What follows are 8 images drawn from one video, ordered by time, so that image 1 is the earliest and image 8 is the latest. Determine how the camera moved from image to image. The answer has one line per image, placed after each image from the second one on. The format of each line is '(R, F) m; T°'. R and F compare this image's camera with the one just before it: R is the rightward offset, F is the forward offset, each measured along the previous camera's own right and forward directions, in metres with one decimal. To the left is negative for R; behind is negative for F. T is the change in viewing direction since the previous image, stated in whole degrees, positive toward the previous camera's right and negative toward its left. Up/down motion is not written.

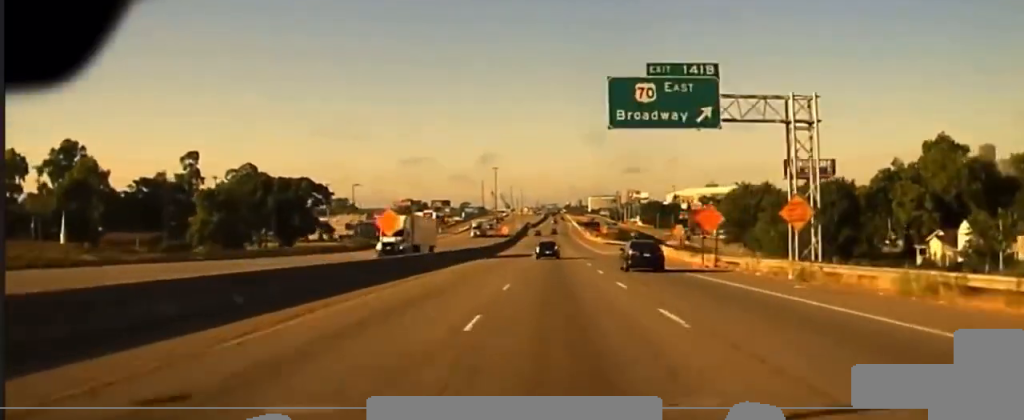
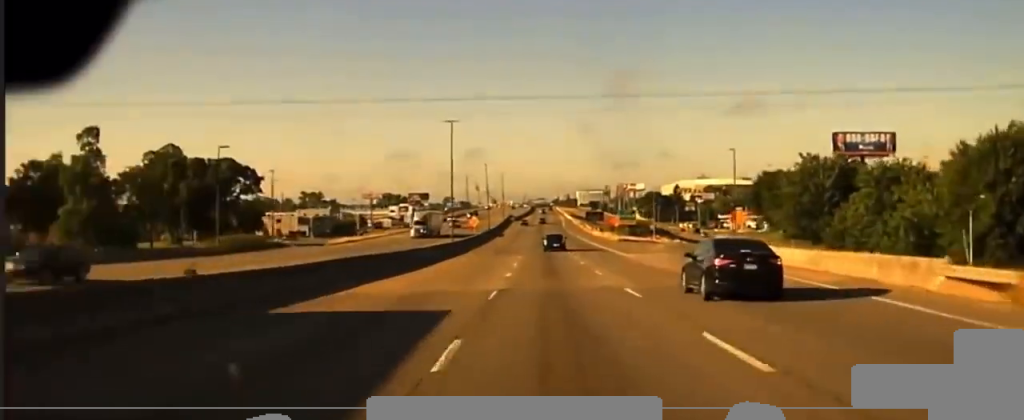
(+0.6, +53.5) m; 0°
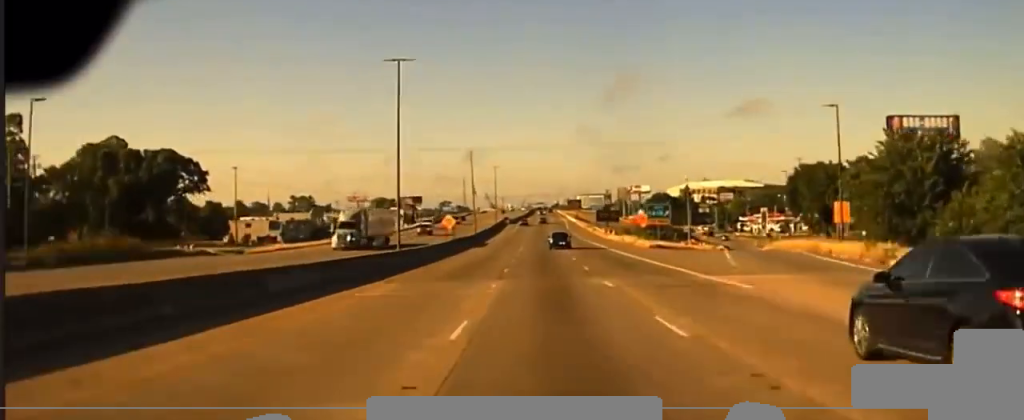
(-0.3, +33.0) m; 0°
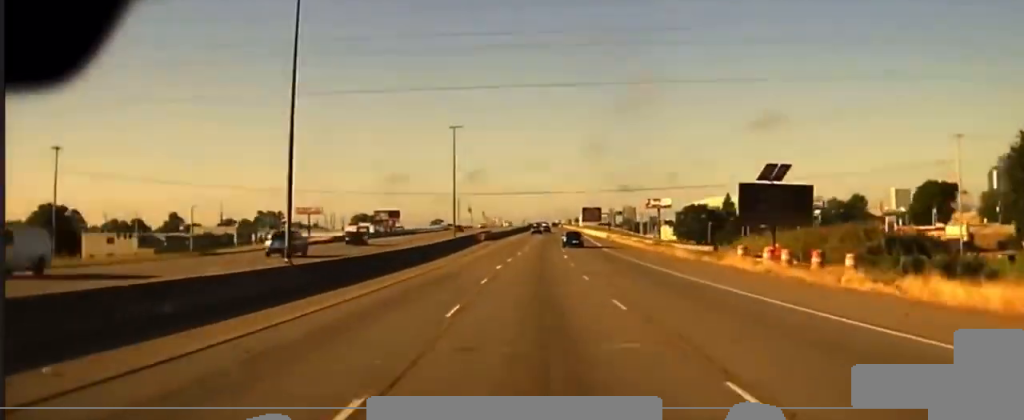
(+0.8, +93.1) m; 0°
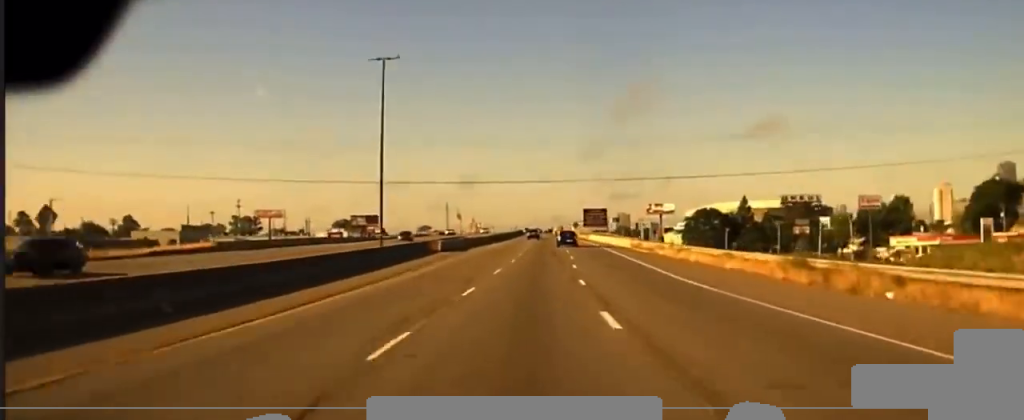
(0.0, +39.6) m; 0°
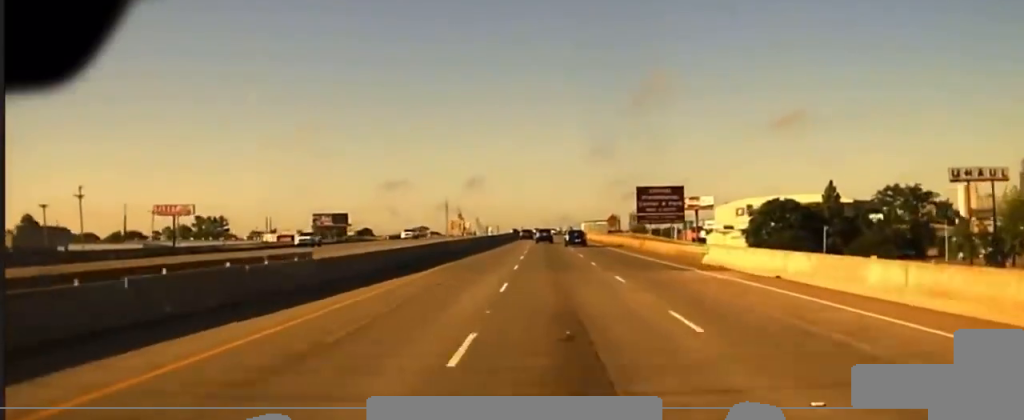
(+0.4, +83.5) m; +1°
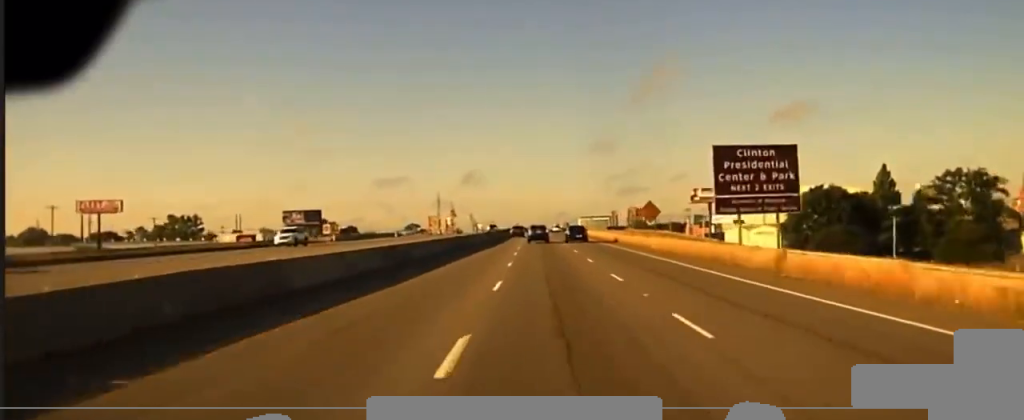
(+0.1, +38.6) m; +1°
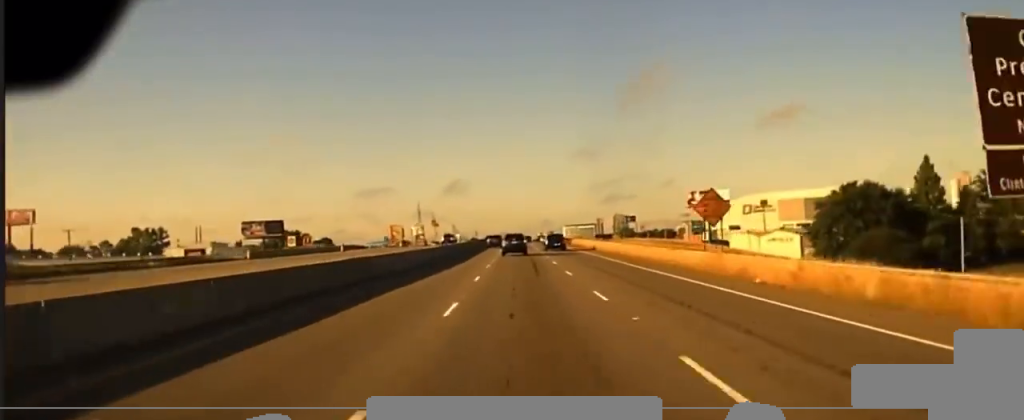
(+0.1, +30.0) m; +1°
